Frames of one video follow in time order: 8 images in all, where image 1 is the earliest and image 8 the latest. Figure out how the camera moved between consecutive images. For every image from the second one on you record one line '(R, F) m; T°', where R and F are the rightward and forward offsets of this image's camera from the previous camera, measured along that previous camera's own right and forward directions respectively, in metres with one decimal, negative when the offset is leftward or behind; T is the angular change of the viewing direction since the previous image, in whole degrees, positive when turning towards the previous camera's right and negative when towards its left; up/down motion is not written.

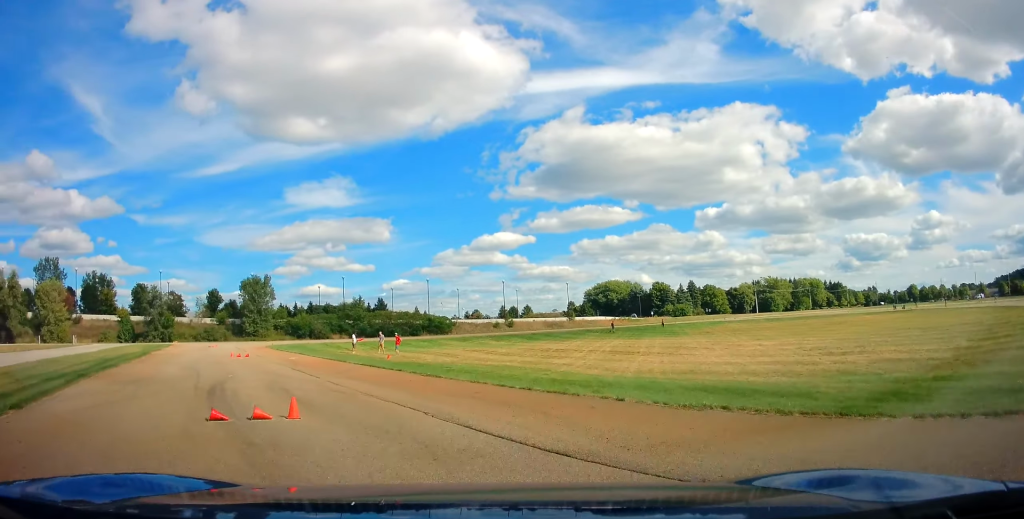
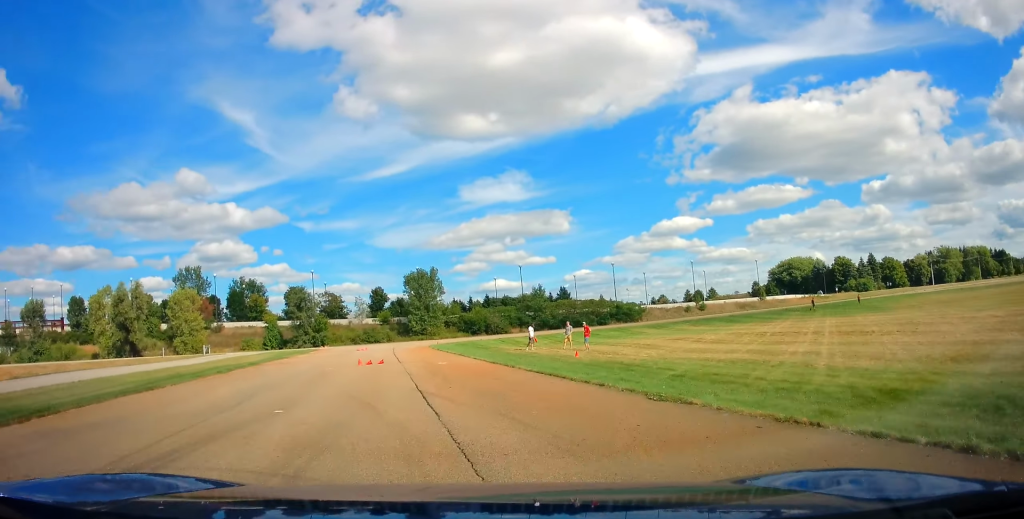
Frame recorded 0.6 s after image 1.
(-1.5, +8.7) m; -16°
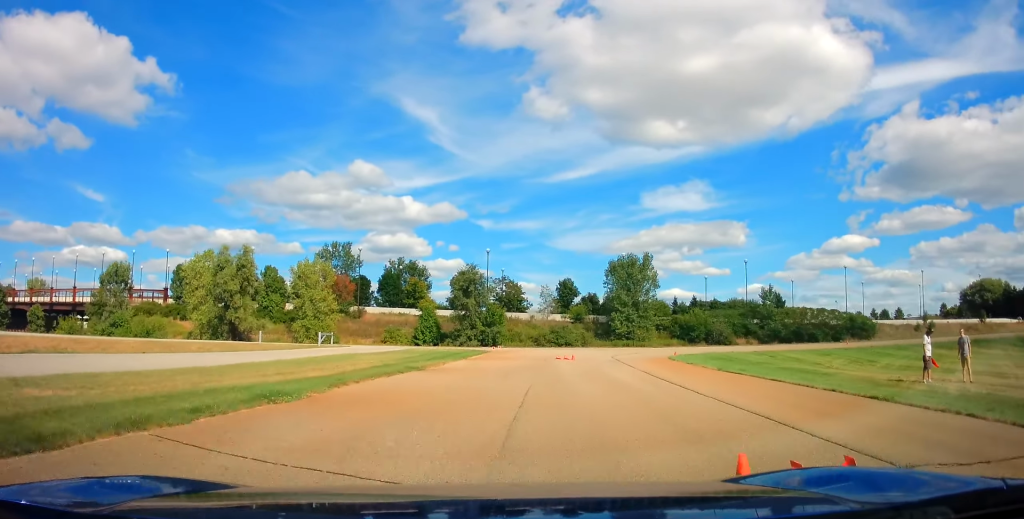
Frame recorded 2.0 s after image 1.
(-4.2, +20.2) m; -9°
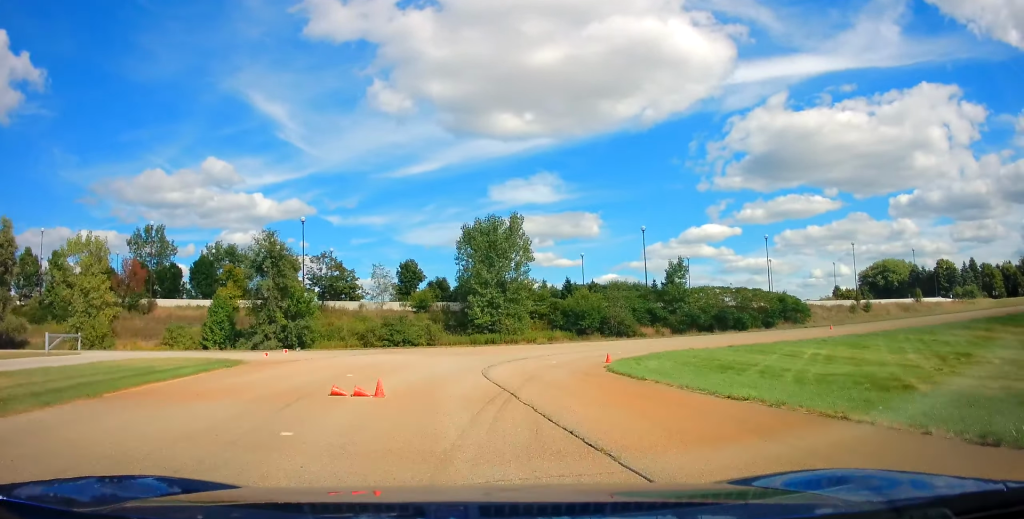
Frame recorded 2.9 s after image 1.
(+1.5, +18.3) m; +9°
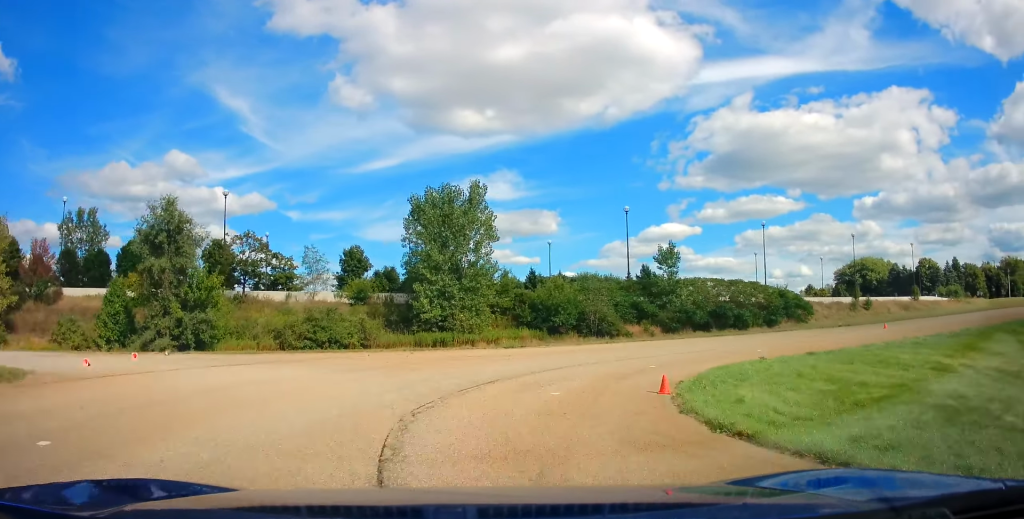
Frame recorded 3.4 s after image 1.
(+0.5, +9.3) m; +11°
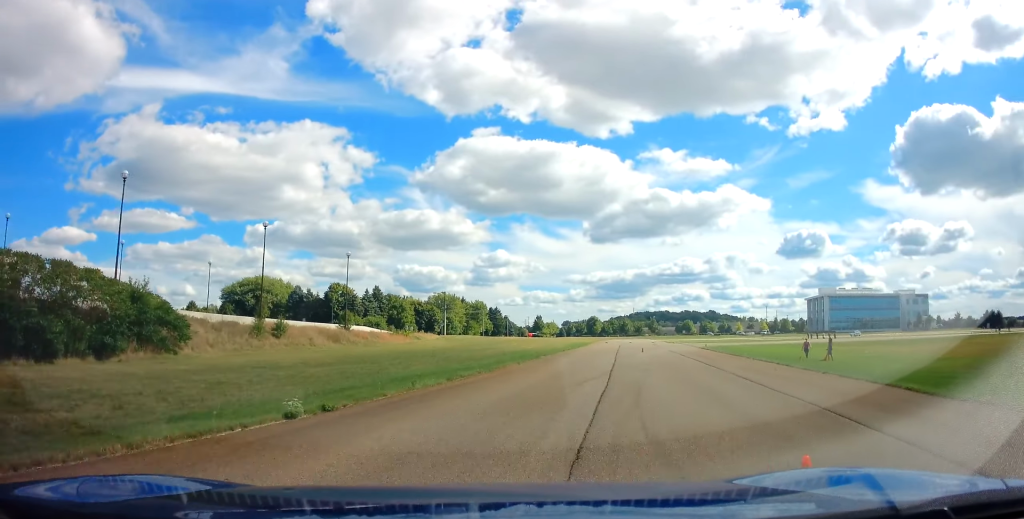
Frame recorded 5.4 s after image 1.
(+12.8, +25.4) m; +56°
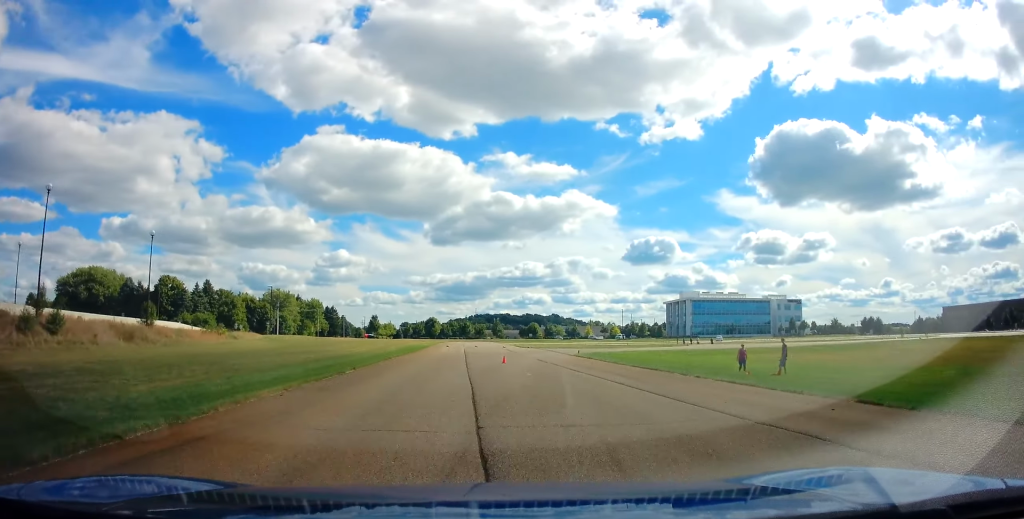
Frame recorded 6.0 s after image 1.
(+1.4, +11.1) m; +16°
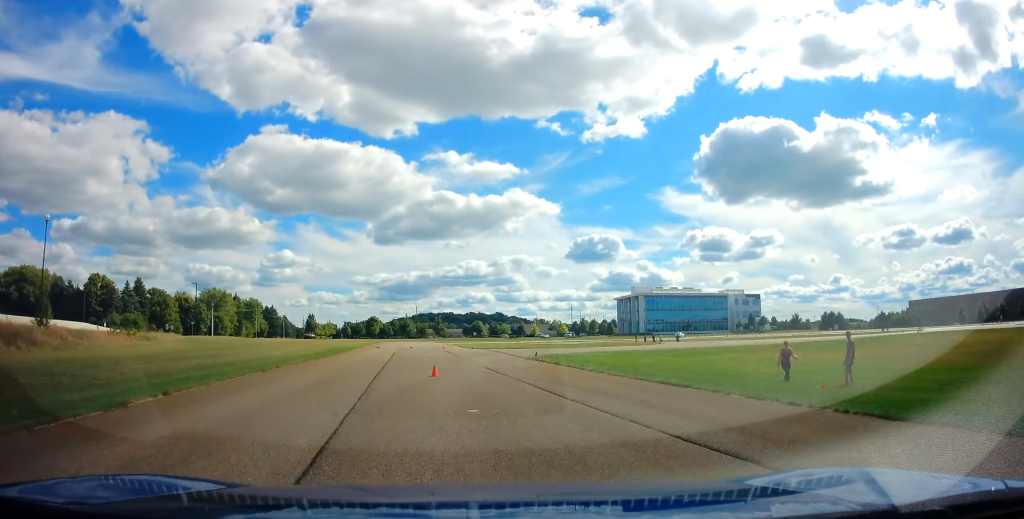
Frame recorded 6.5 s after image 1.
(+1.4, +8.3) m; +5°
